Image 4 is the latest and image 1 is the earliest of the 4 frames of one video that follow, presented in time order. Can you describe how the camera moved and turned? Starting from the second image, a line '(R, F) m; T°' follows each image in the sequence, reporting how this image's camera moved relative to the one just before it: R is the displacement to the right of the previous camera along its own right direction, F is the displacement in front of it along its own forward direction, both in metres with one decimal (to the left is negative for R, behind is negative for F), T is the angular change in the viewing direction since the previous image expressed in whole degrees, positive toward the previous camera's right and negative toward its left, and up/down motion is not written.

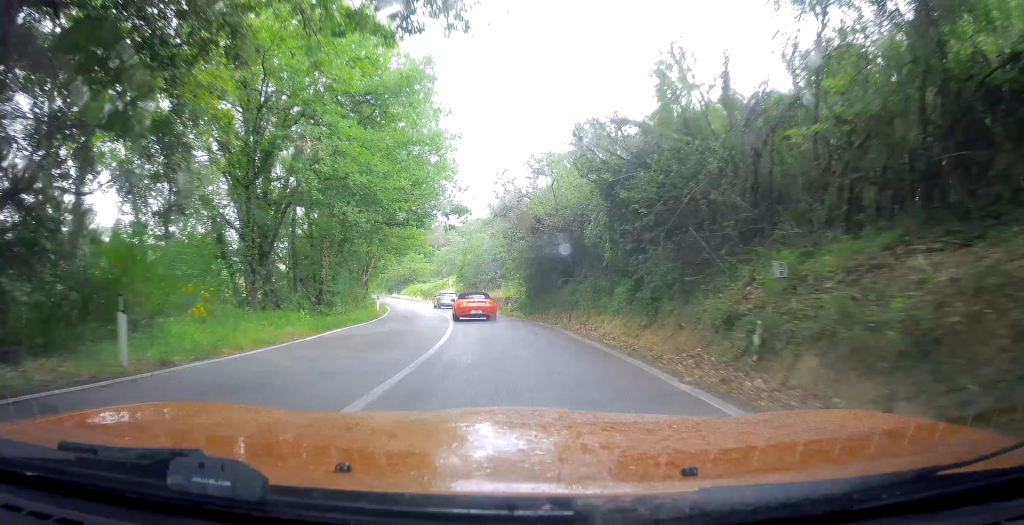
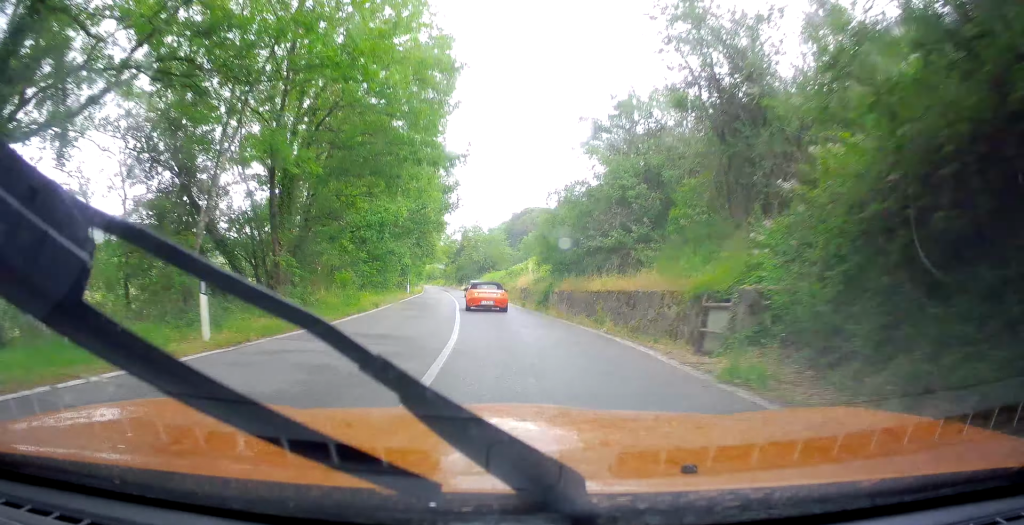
(-1.4, +27.5) m; -8°
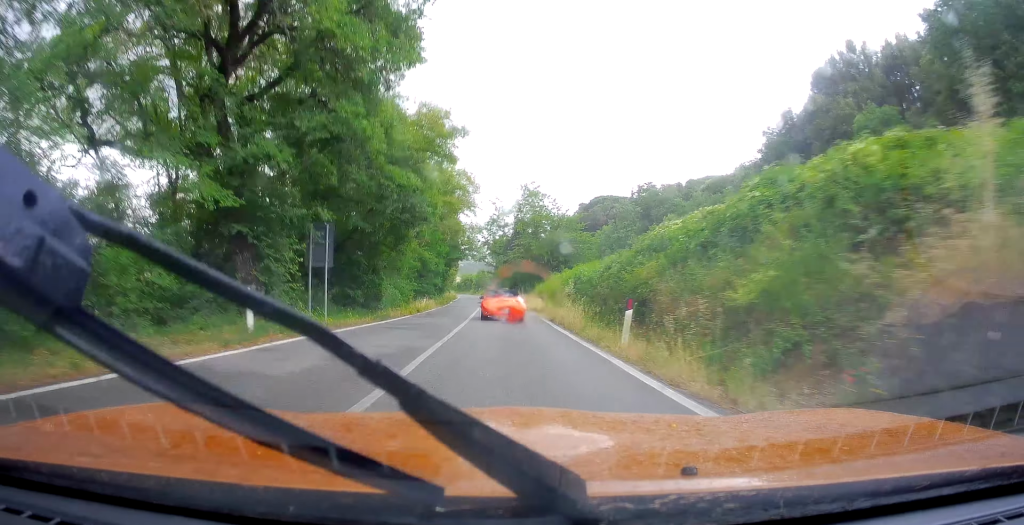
(-1.4, +36.8) m; -8°
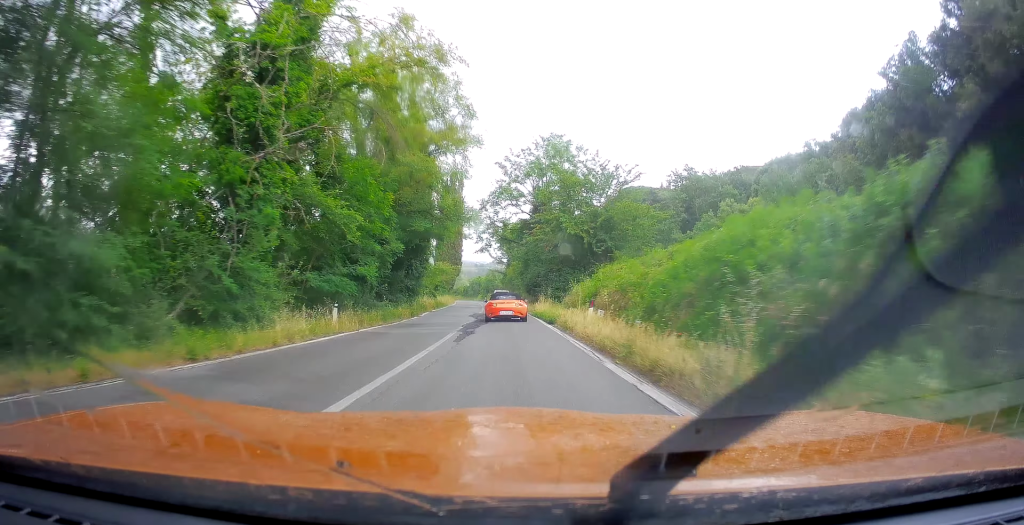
(-0.8, +24.0) m; -3°
